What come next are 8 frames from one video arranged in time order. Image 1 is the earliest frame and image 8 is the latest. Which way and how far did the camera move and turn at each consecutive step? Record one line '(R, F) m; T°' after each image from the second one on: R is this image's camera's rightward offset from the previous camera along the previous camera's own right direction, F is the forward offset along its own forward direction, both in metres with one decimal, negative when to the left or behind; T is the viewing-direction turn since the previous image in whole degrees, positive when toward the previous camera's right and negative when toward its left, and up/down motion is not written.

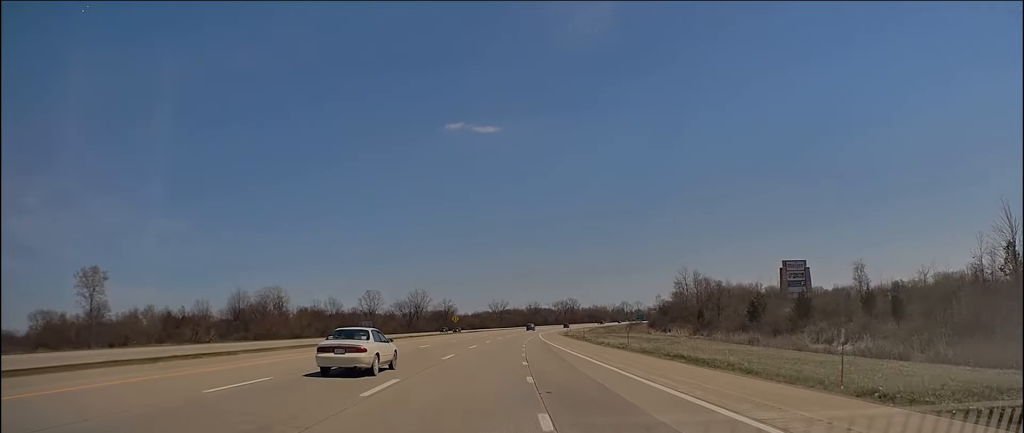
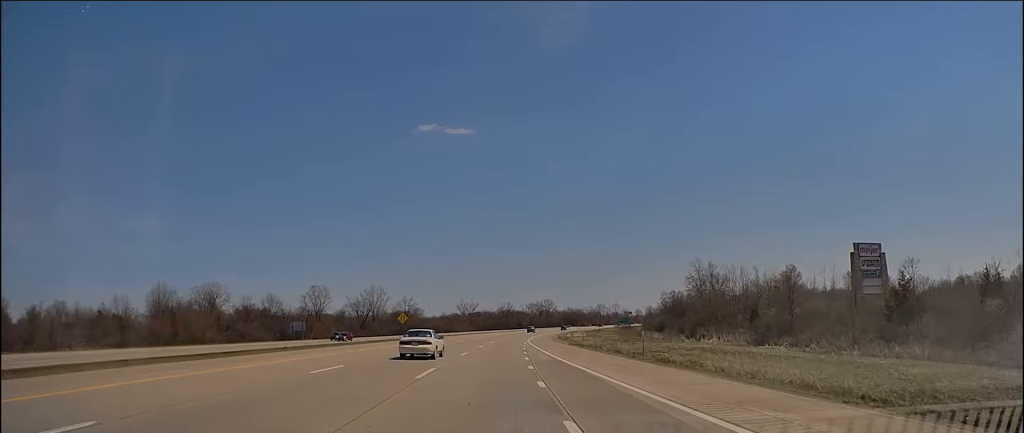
(+0.8, +38.6) m; +1°
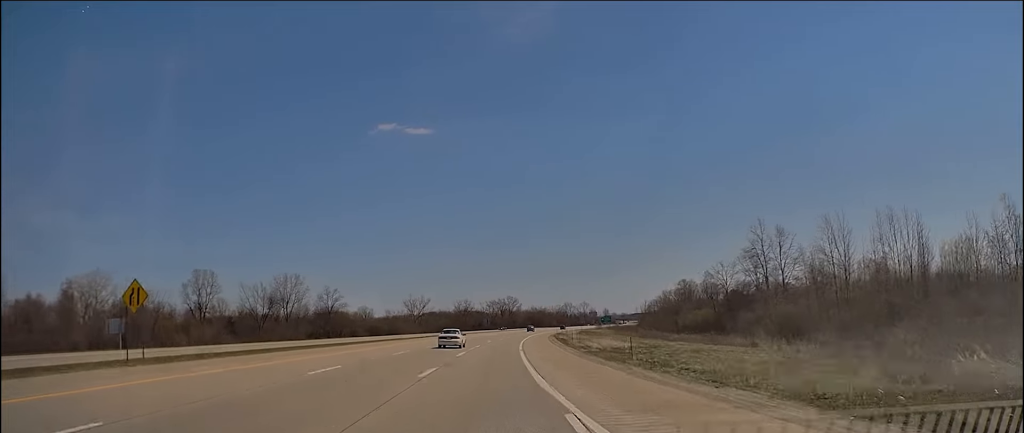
(+2.5, +60.3) m; +6°
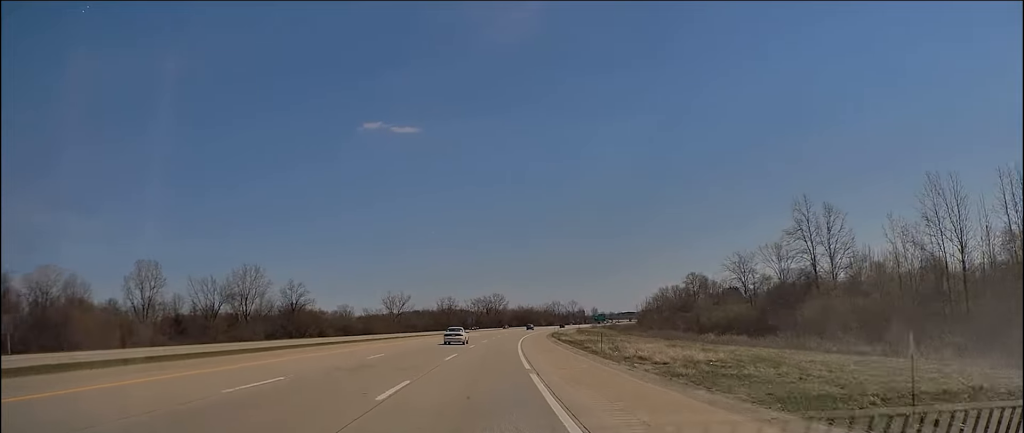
(0.0, +21.1) m; +1°
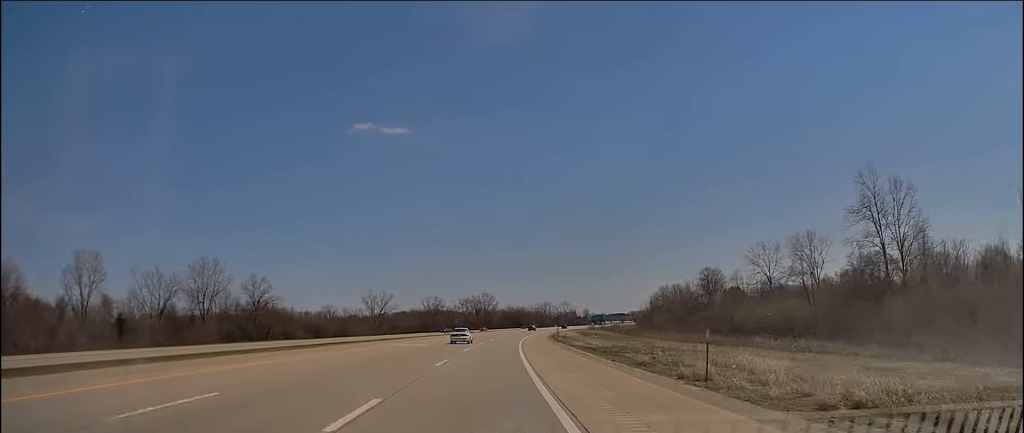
(+0.3, +19.3) m; +1°
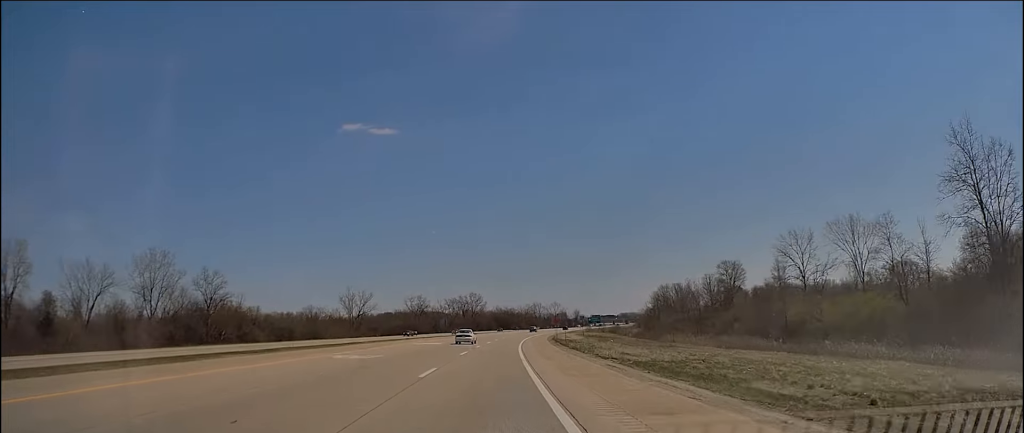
(+0.2, +19.4) m; +1°
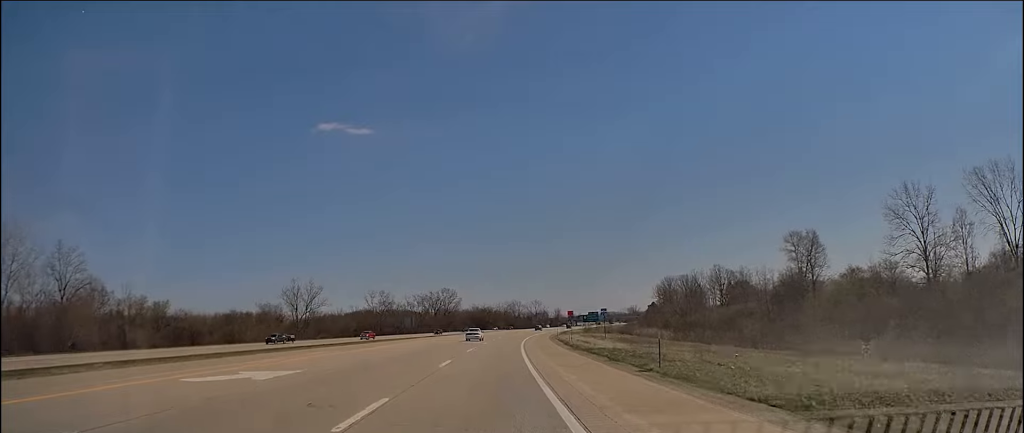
(+1.0, +41.0) m; +3°
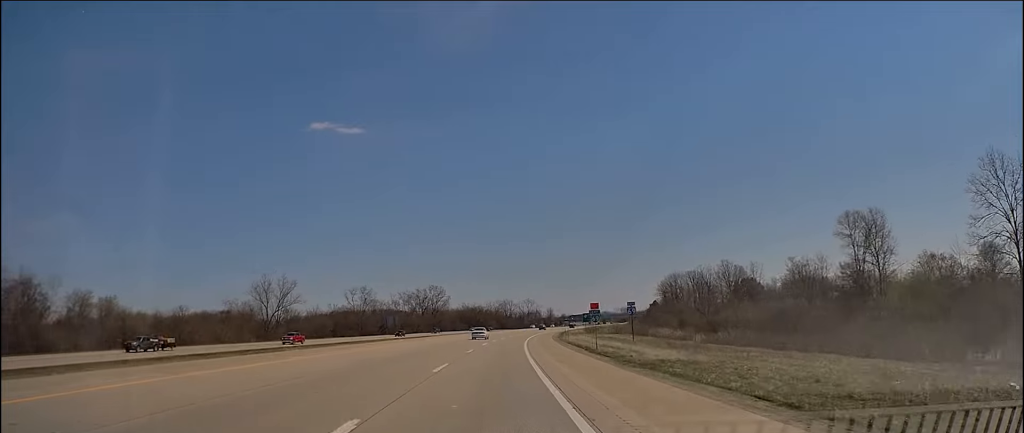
(+0.2, +18.6) m; +1°
